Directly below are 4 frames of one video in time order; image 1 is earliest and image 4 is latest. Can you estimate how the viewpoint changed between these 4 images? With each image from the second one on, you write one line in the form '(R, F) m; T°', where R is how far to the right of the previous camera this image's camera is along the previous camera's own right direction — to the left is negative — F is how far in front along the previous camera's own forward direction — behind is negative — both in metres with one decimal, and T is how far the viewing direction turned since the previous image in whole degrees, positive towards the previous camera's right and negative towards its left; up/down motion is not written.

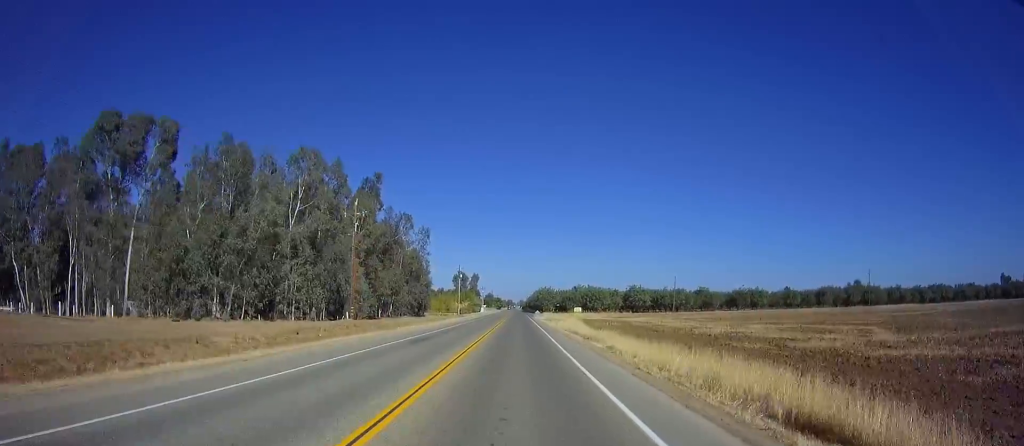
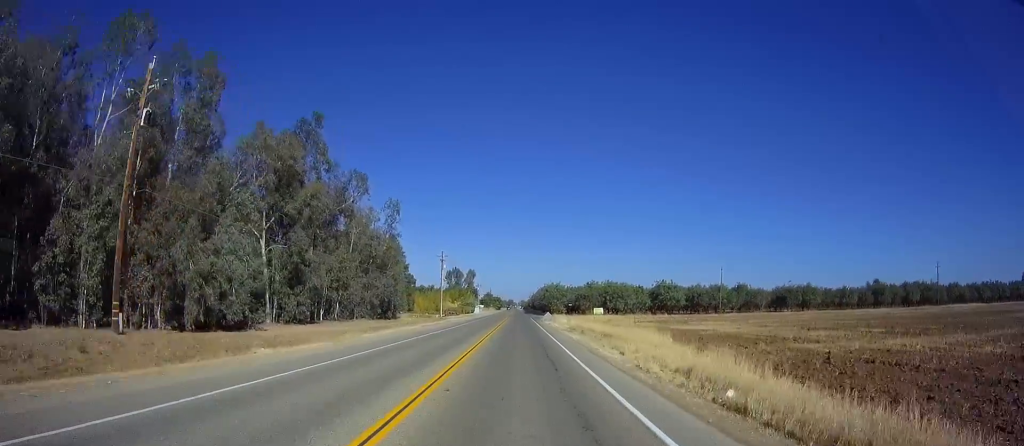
(+0.3, +32.5) m; 0°
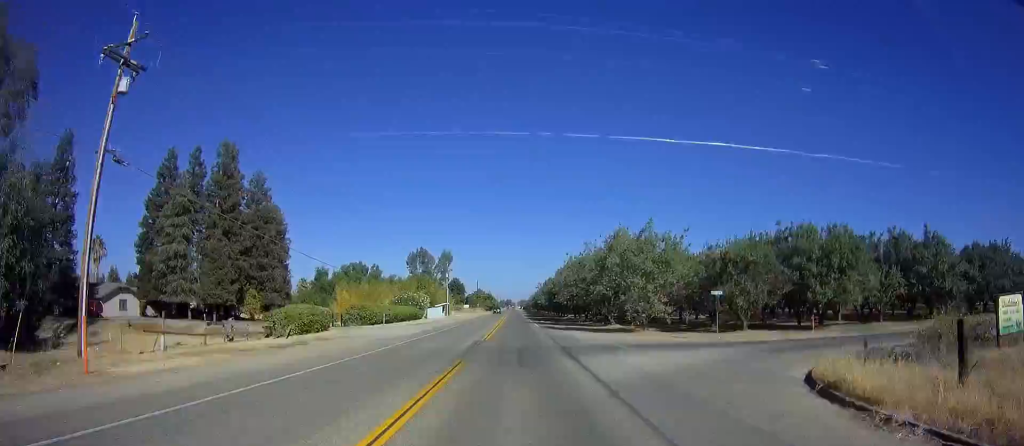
(-0.7, +88.2) m; 0°
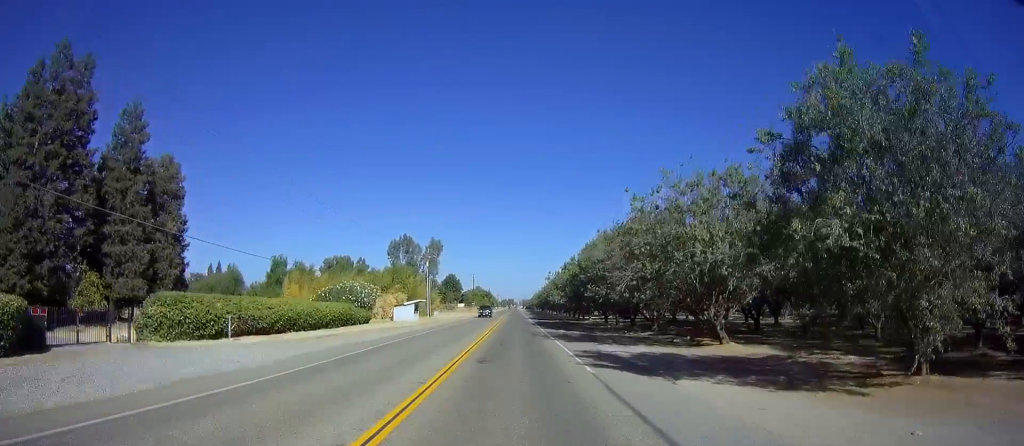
(0.0, +28.9) m; 0°
